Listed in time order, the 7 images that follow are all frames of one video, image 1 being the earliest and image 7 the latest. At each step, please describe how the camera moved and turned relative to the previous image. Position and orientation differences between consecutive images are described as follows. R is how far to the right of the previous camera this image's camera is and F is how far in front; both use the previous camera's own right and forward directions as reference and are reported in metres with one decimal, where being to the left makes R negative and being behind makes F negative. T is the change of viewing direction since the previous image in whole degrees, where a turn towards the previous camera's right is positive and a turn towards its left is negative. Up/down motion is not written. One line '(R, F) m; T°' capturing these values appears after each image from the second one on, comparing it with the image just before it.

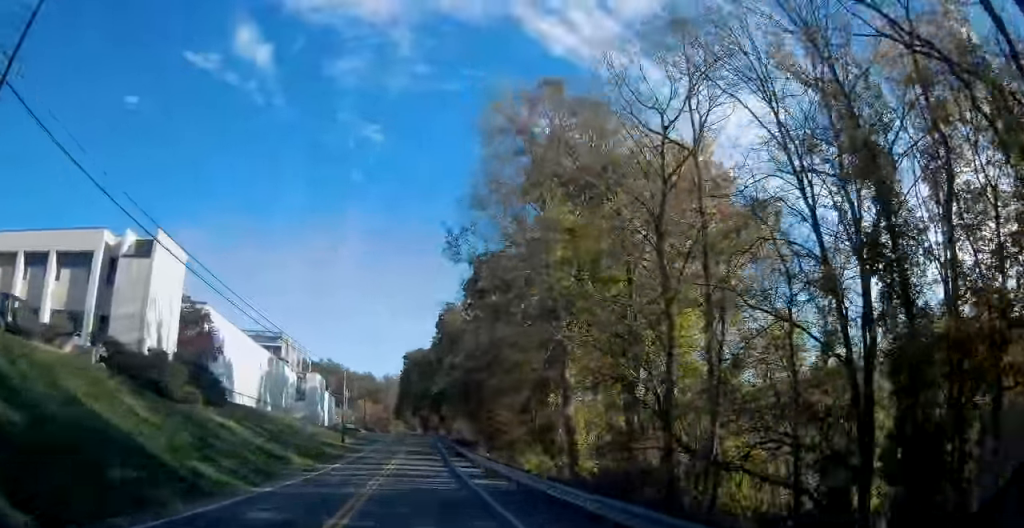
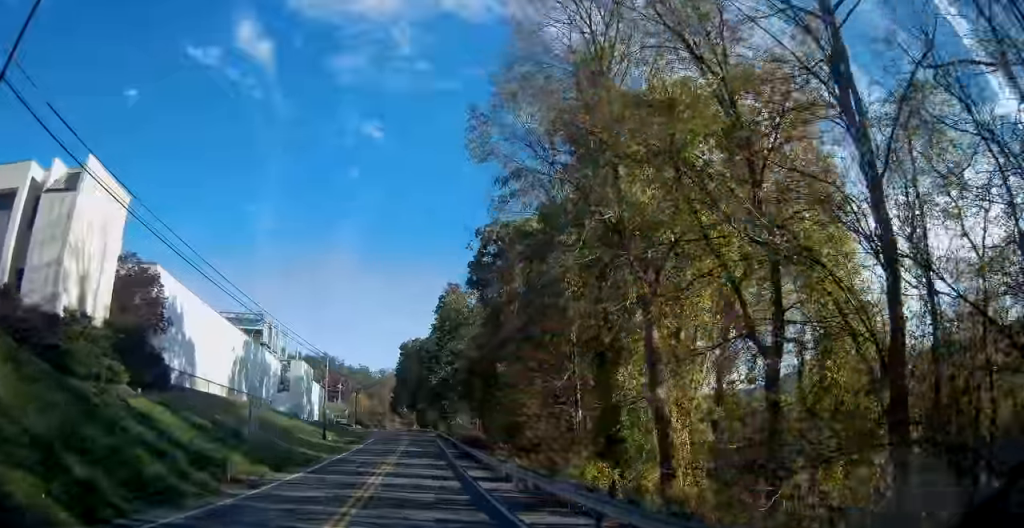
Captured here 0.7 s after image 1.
(+0.2, +10.4) m; +1°
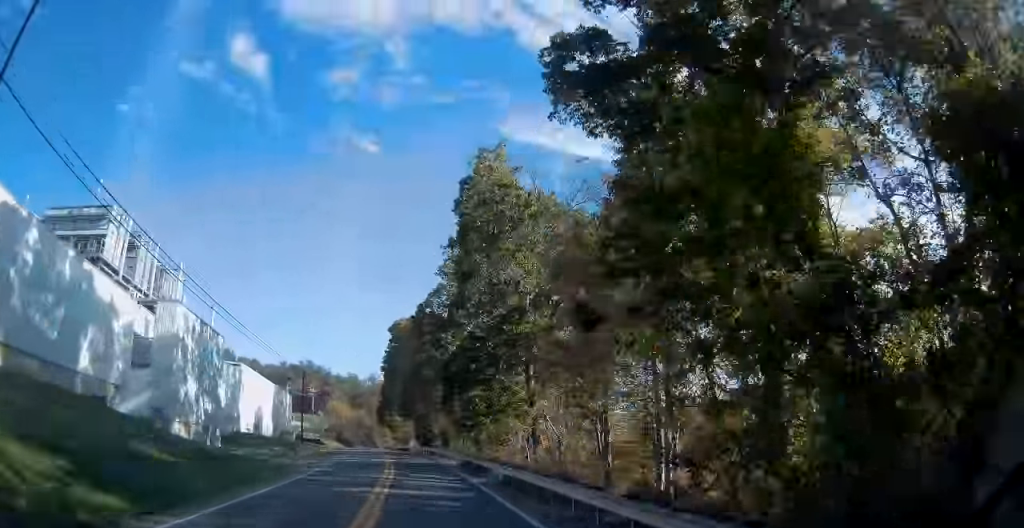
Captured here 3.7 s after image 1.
(+0.3, +46.9) m; 0°
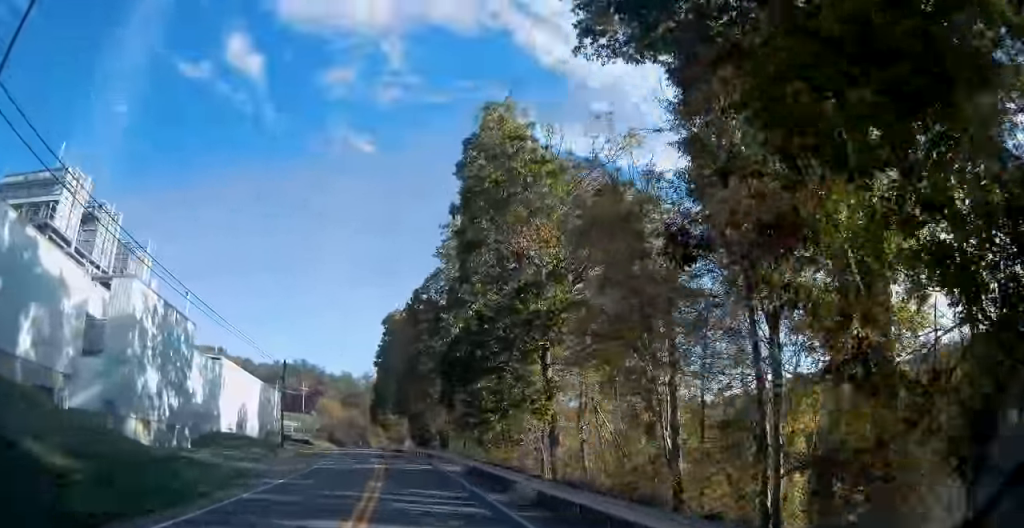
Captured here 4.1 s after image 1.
(0.0, +6.7) m; 0°
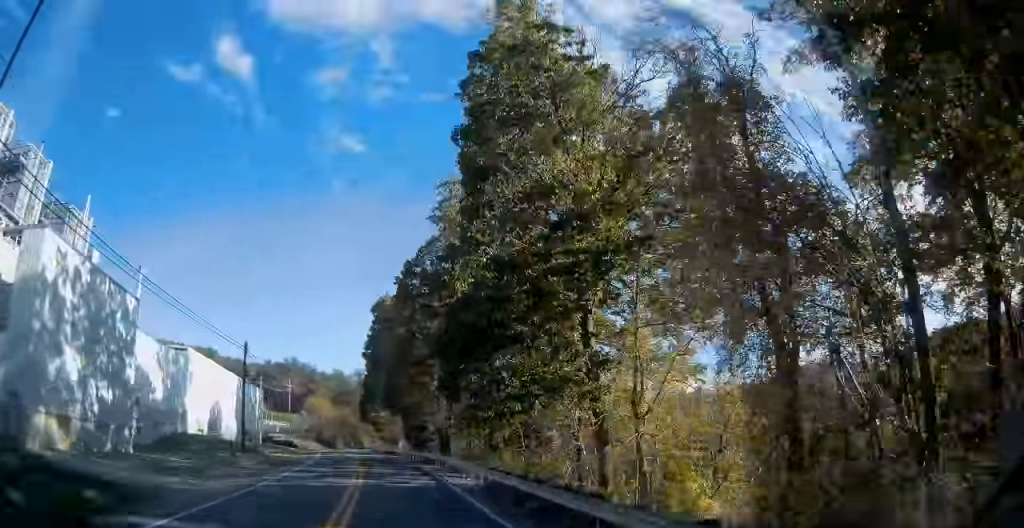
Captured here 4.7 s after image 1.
(0.0, +9.8) m; 0°
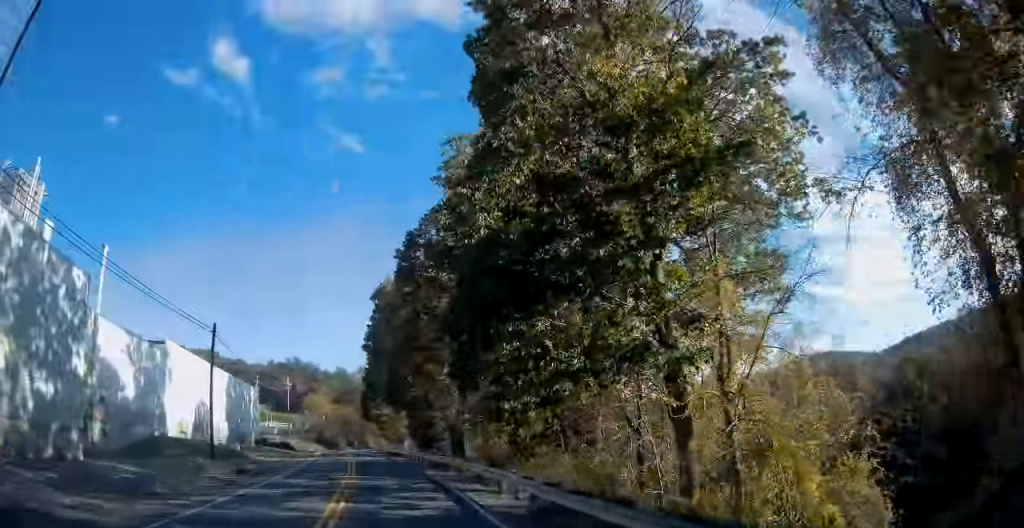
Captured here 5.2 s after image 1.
(0.0, +7.2) m; 0°
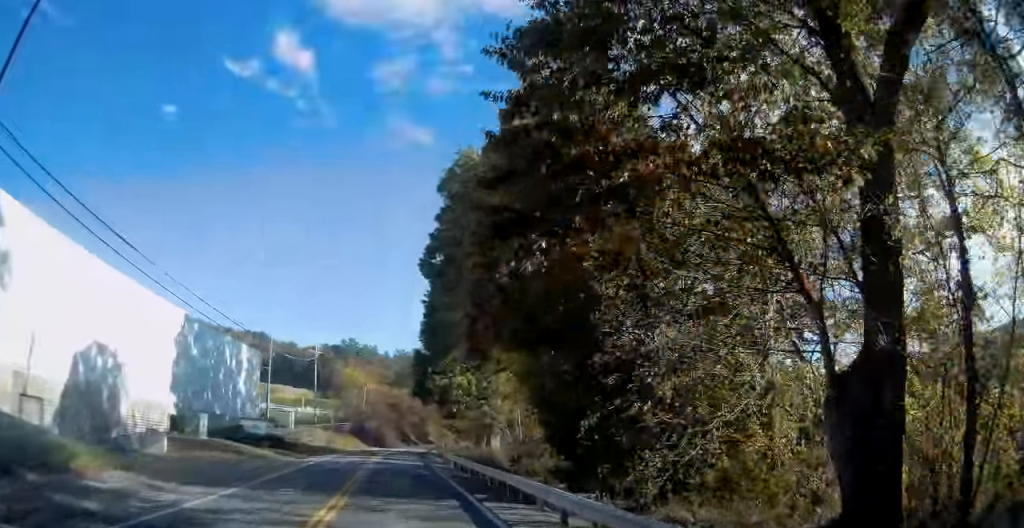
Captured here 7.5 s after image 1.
(-0.7, +35.6) m; -5°
